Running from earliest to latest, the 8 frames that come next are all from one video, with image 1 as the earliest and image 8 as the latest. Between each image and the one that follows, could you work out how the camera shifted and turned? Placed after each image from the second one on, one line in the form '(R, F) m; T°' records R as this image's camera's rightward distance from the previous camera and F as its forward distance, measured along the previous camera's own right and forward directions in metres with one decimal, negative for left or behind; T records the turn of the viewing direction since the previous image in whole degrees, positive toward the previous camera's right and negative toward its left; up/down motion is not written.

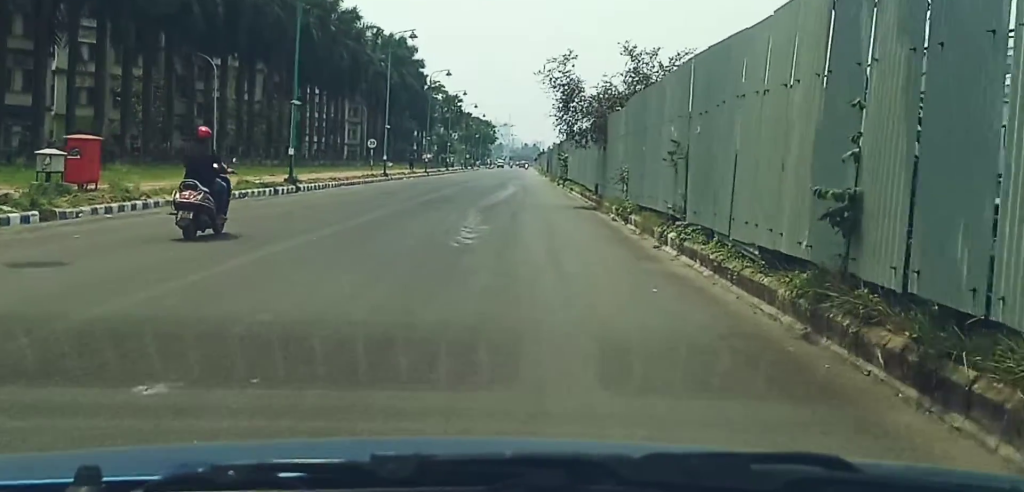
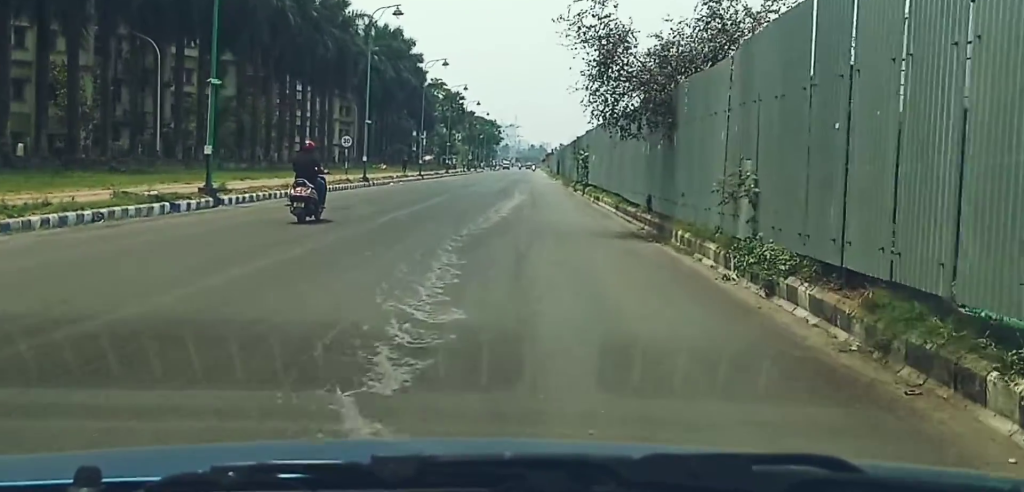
(0.0, +9.6) m; 0°
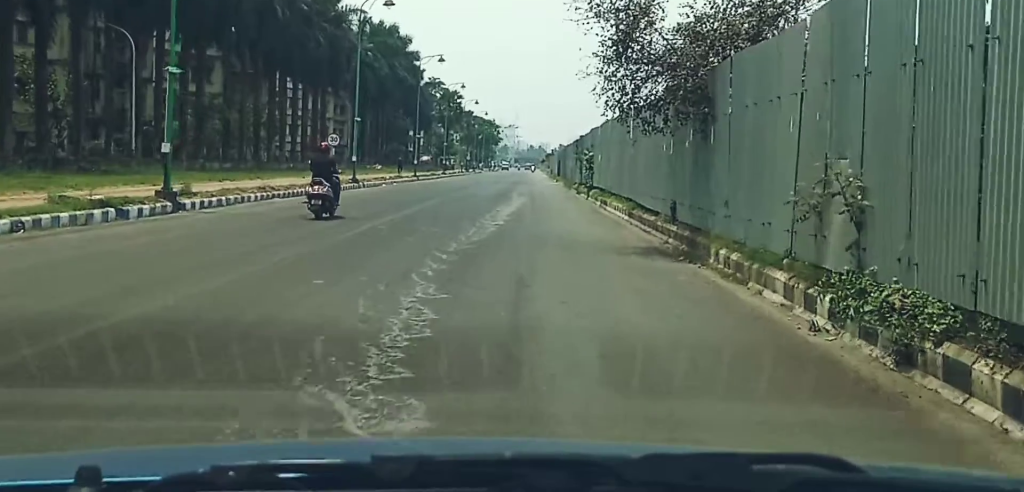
(0.0, +3.1) m; 0°
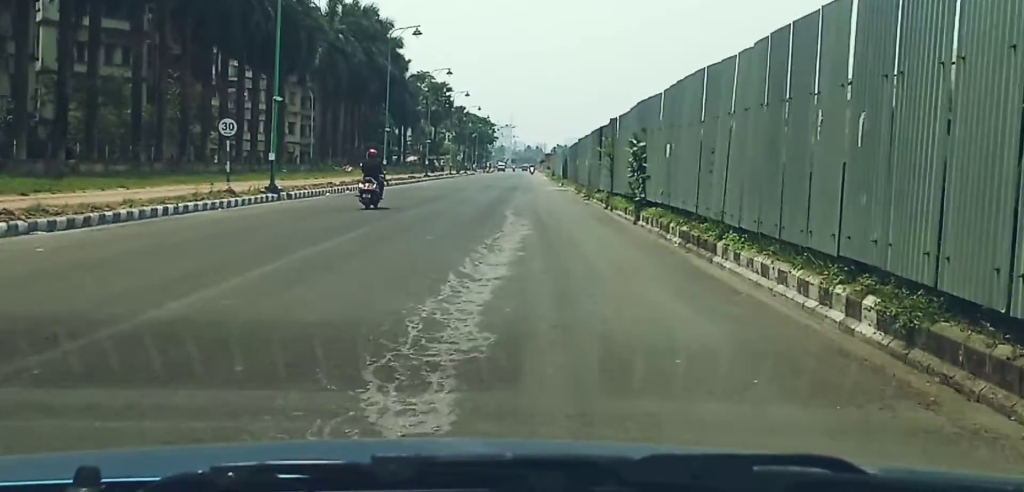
(+0.1, +15.1) m; +2°
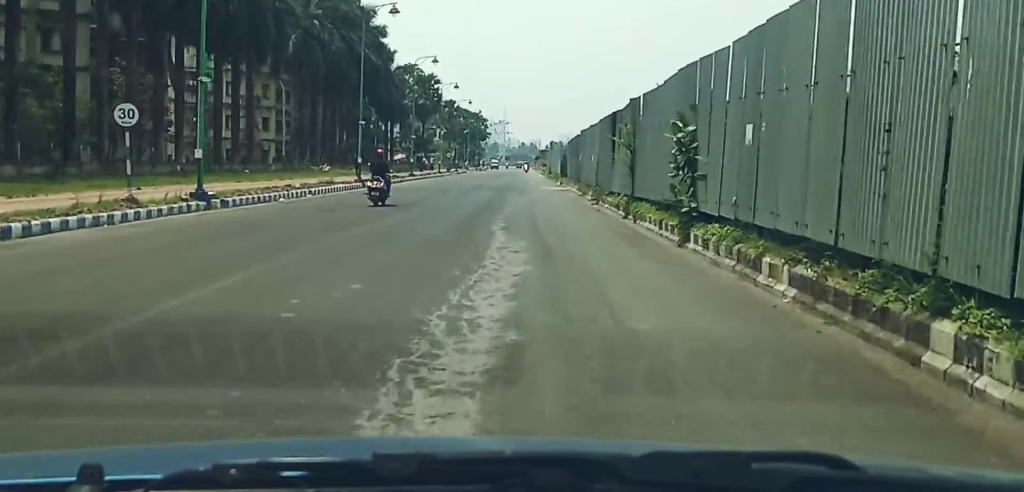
(+0.1, +7.2) m; 0°
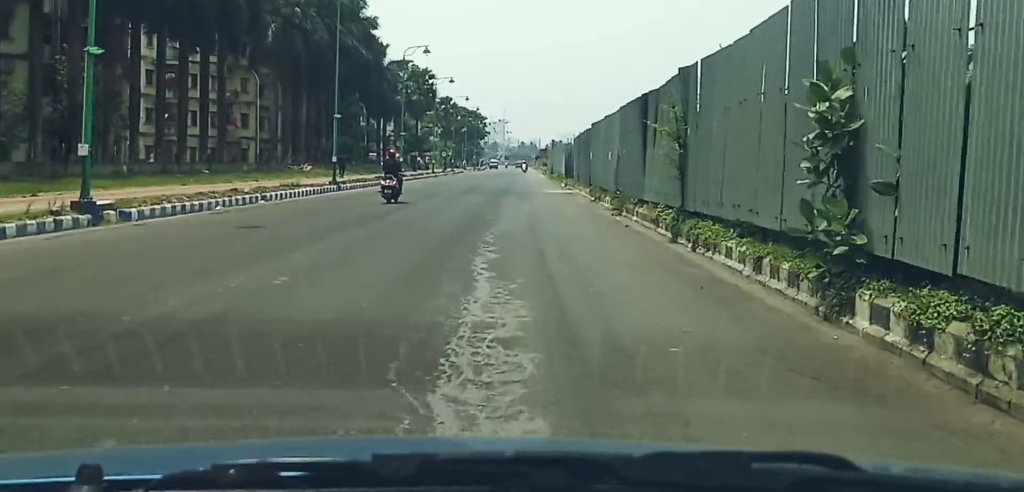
(0.0, +7.3) m; -1°
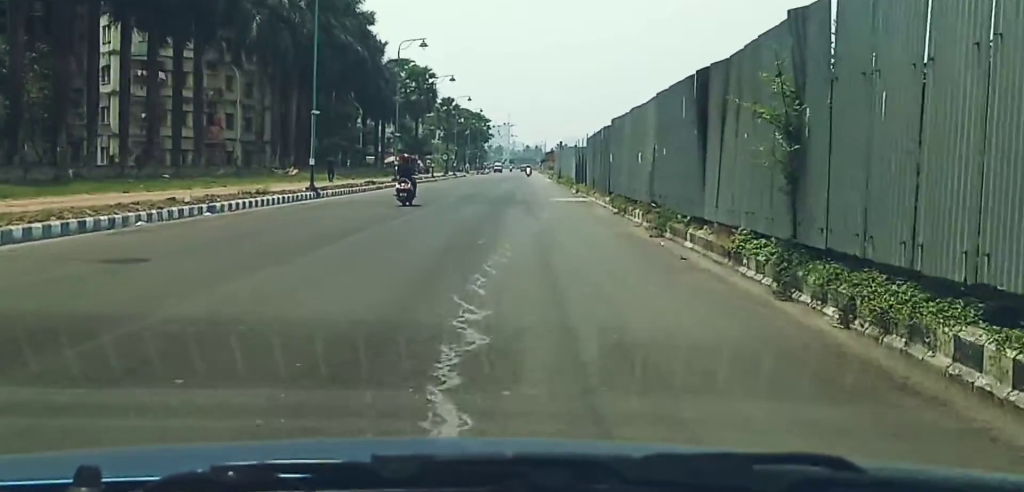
(0.0, +5.4) m; -1°
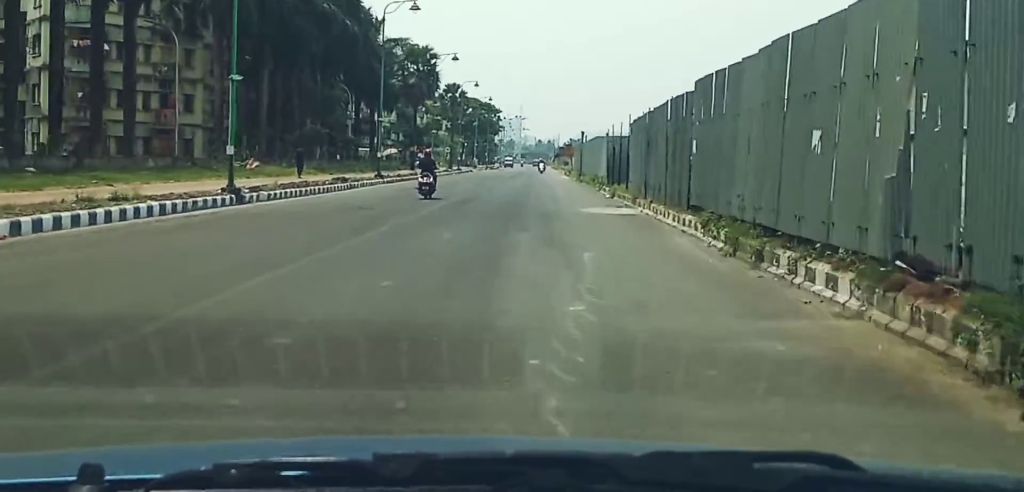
(-0.3, +11.3) m; -3°
